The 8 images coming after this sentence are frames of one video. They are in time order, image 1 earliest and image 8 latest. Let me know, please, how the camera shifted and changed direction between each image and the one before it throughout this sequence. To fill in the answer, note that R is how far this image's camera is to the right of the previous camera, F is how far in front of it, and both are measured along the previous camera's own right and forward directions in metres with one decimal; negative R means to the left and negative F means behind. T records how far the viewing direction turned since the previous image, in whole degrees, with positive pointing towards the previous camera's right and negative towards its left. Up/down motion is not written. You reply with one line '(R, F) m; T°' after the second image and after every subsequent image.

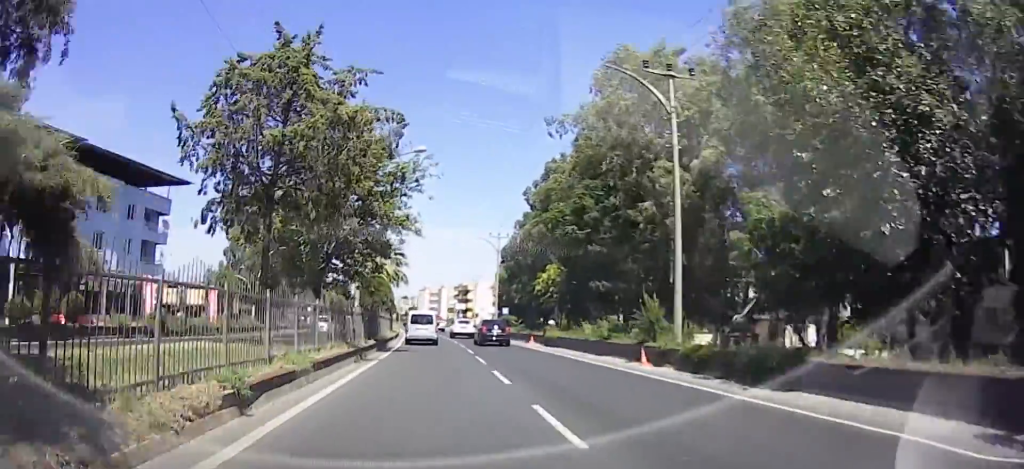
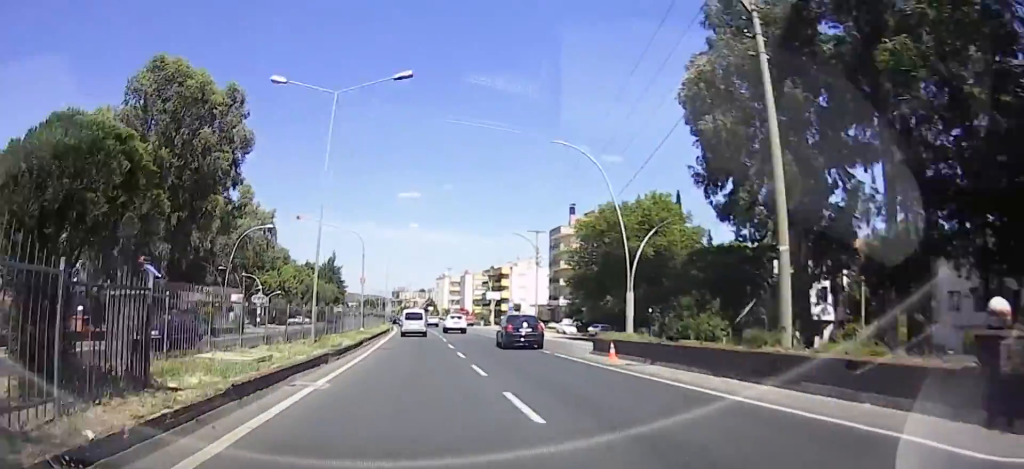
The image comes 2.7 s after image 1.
(0.0, +36.0) m; 0°
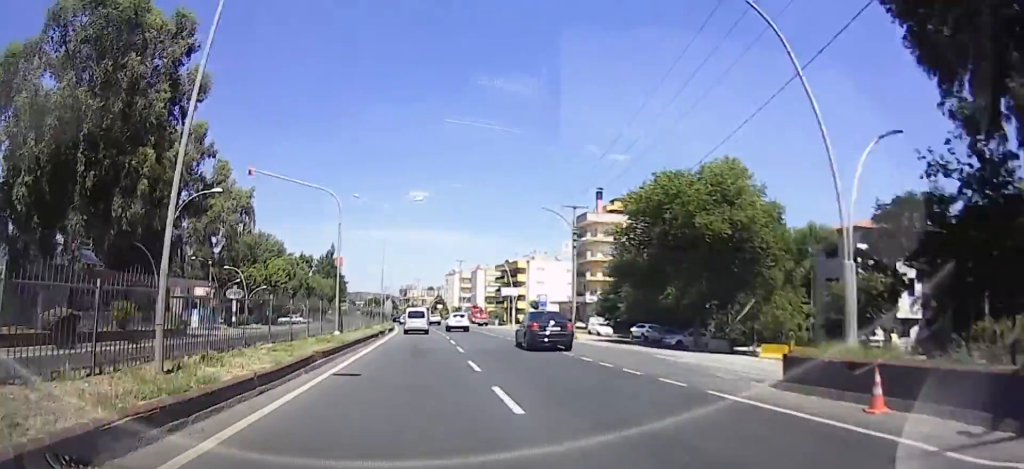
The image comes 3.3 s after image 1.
(0.0, +8.2) m; 0°
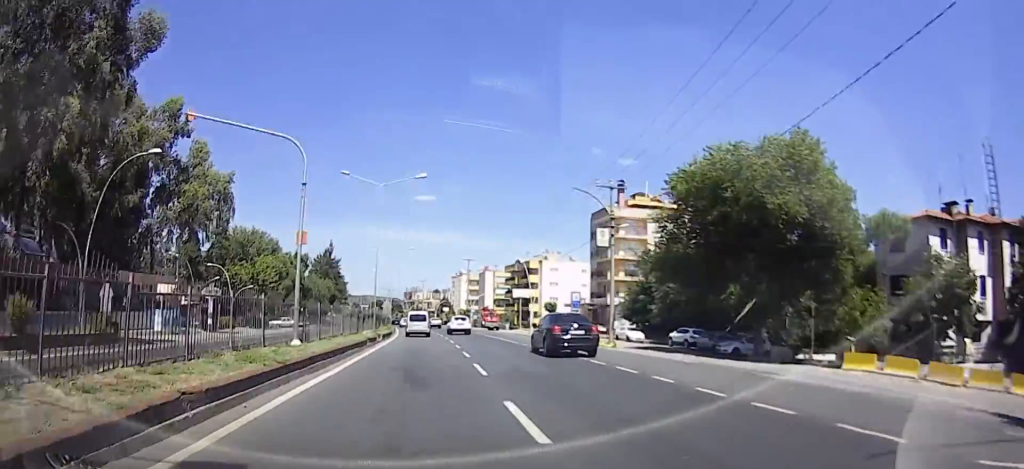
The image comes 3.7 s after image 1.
(0.0, +5.5) m; 0°
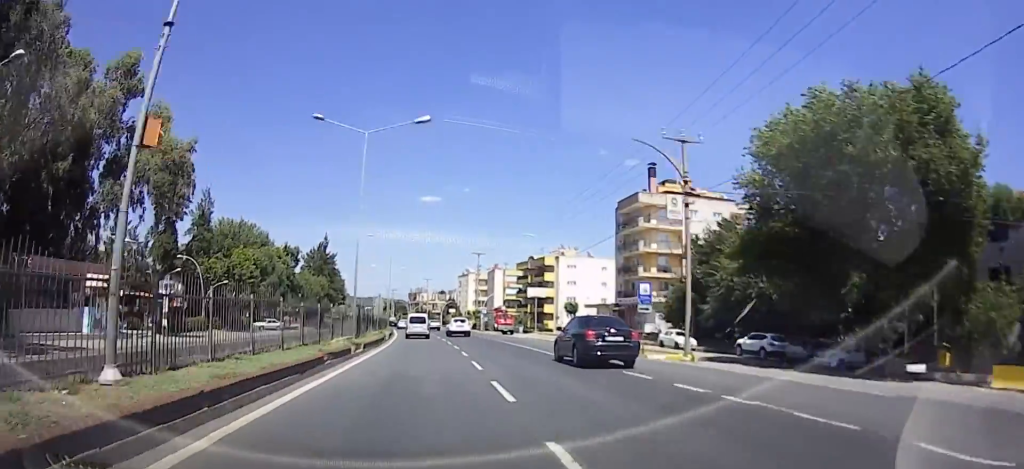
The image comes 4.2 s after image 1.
(0.0, +6.9) m; 0°
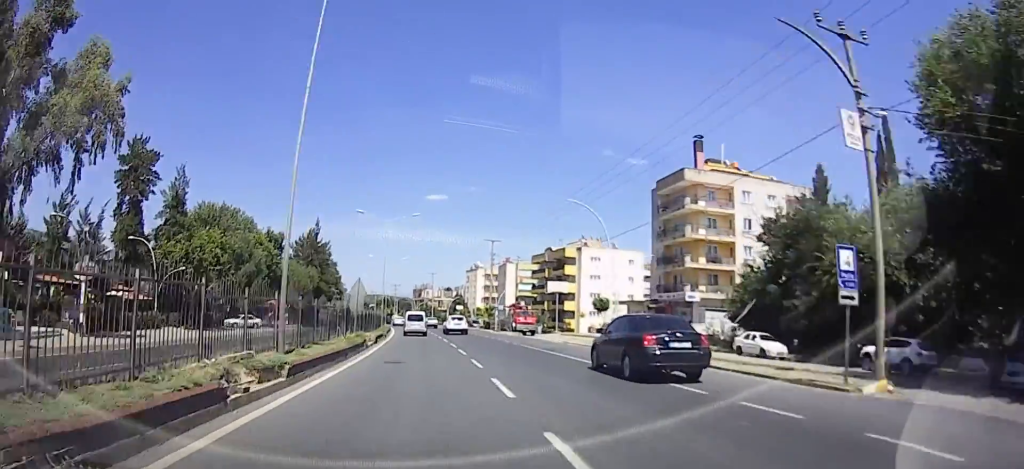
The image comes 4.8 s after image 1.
(0.0, +8.0) m; 0°
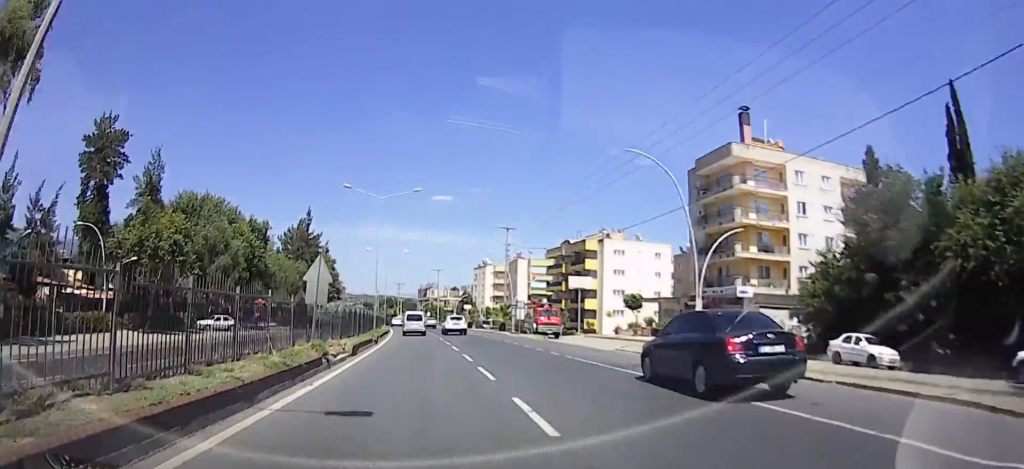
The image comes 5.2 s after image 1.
(0.0, +6.1) m; 0°
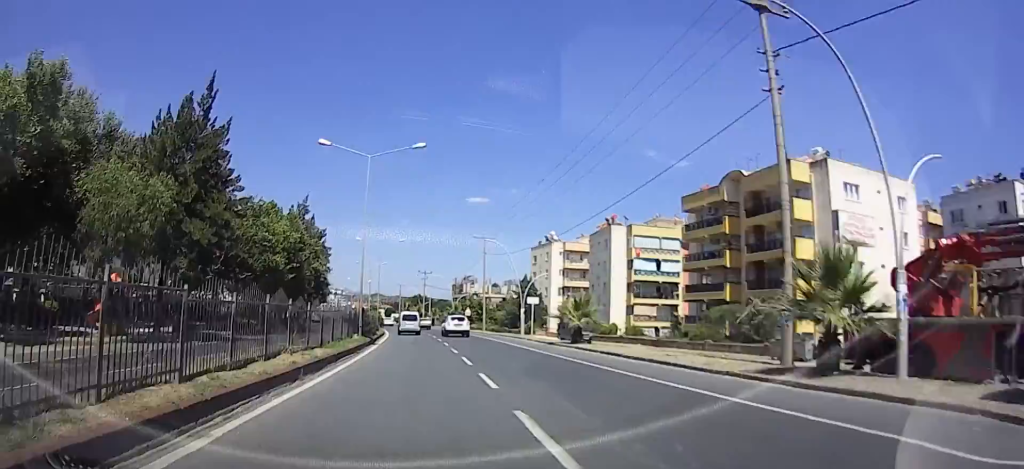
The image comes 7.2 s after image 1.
(0.0, +29.0) m; 0°
